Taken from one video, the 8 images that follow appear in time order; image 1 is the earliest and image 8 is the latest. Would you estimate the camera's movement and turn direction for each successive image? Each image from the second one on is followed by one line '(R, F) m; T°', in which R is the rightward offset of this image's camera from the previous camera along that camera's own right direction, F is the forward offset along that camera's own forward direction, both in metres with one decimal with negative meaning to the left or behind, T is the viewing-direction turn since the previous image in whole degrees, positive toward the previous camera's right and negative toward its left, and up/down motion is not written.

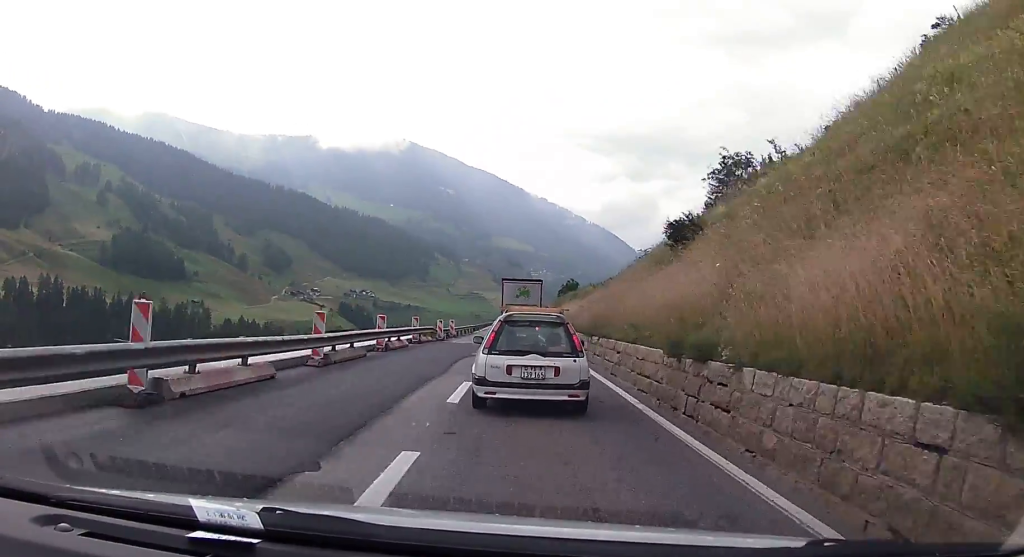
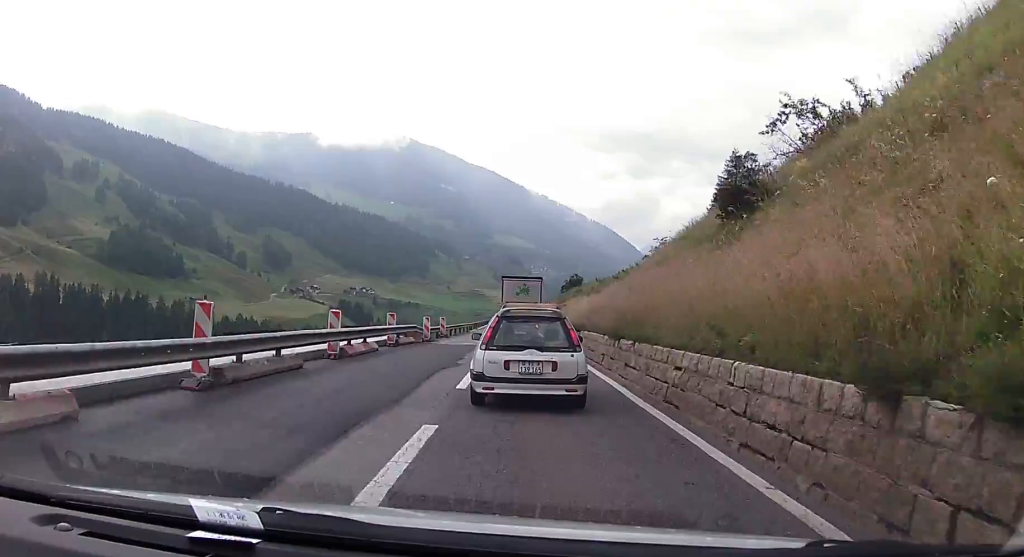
(-0.1, +5.8) m; 0°
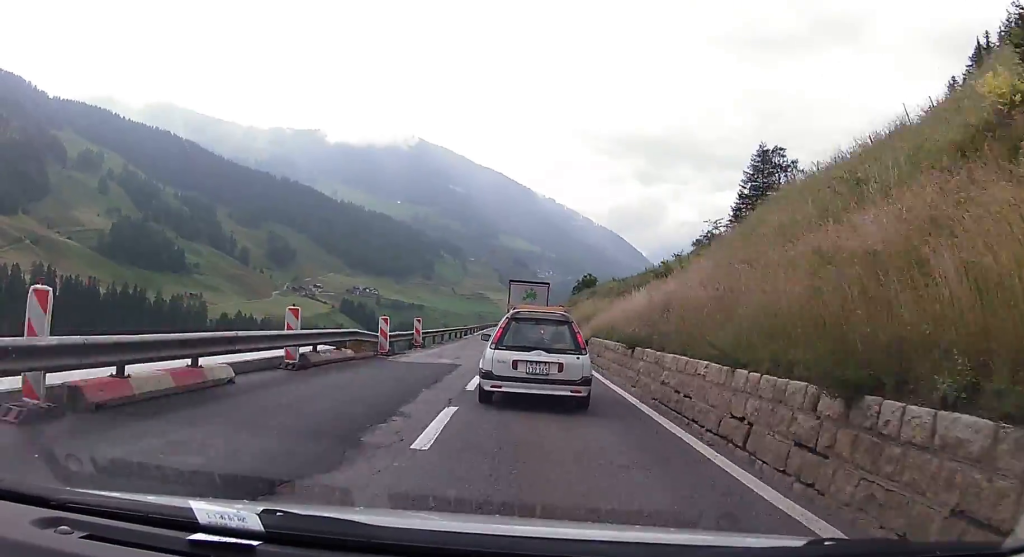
(+0.1, +11.3) m; 0°
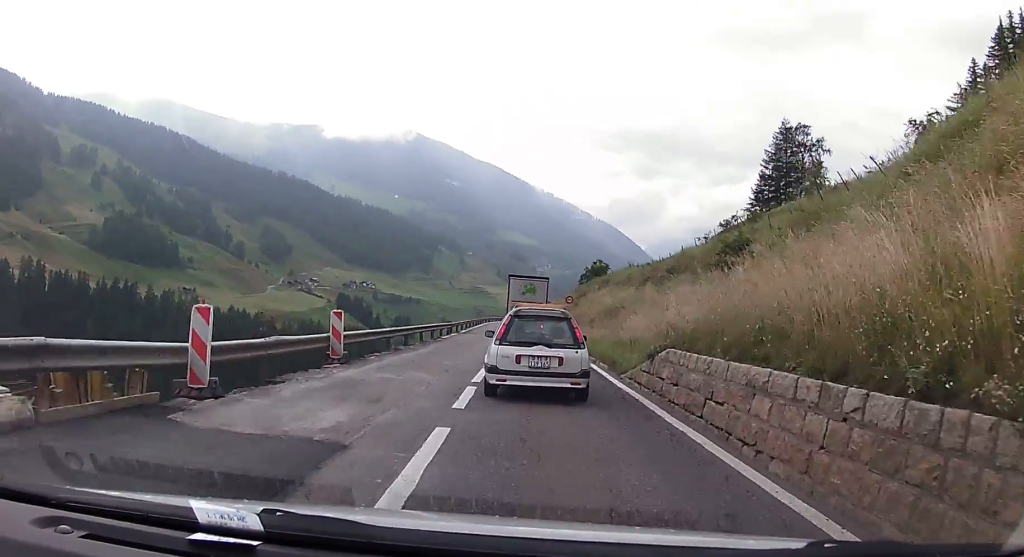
(0.0, +12.6) m; 0°
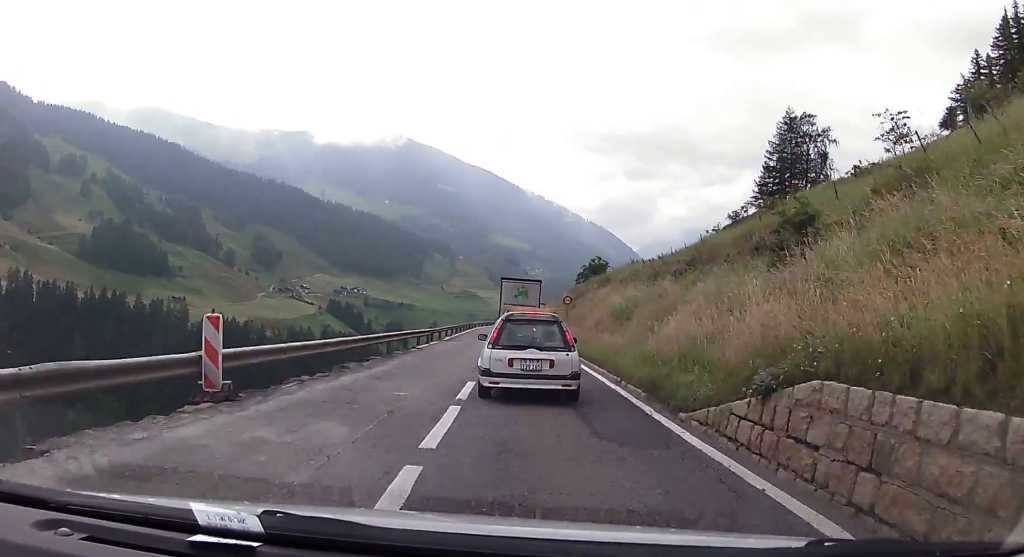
(-0.2, +6.4) m; 0°
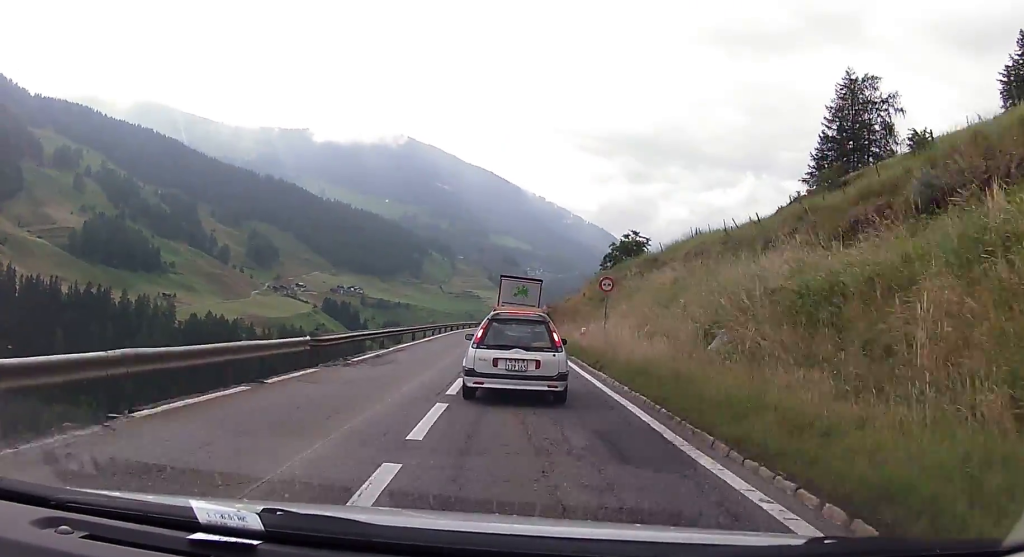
(+0.1, +21.5) m; 0°
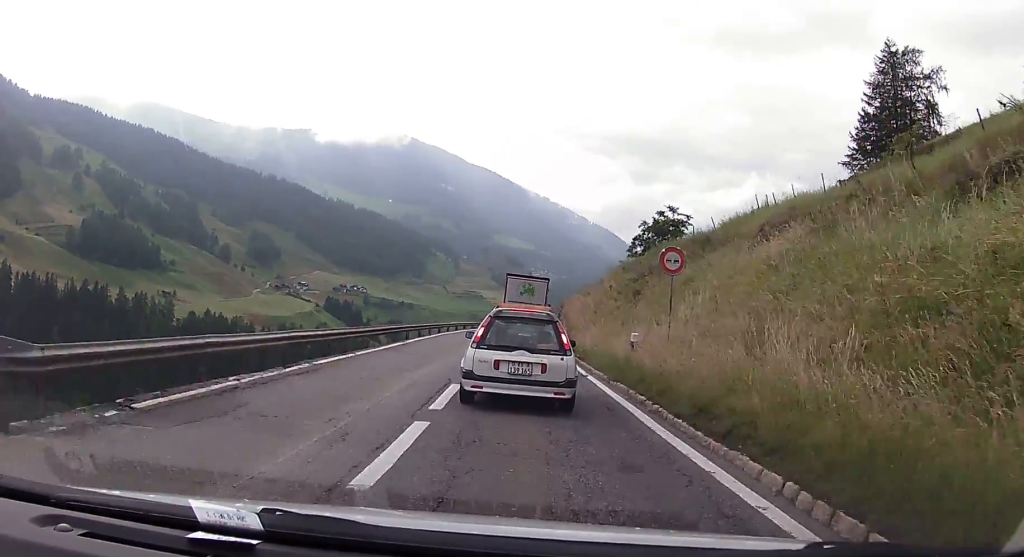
(+0.1, +10.7) m; -1°
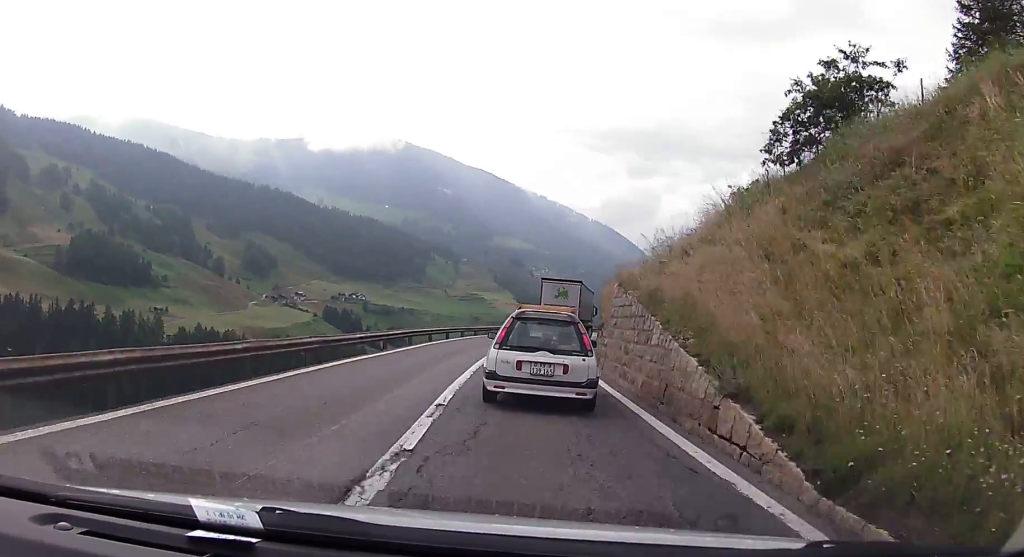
(-0.3, +23.3) m; +1°
